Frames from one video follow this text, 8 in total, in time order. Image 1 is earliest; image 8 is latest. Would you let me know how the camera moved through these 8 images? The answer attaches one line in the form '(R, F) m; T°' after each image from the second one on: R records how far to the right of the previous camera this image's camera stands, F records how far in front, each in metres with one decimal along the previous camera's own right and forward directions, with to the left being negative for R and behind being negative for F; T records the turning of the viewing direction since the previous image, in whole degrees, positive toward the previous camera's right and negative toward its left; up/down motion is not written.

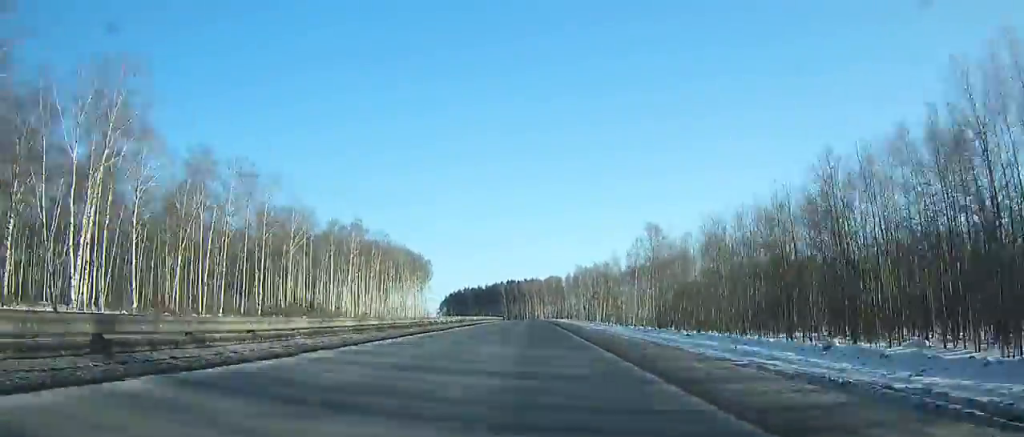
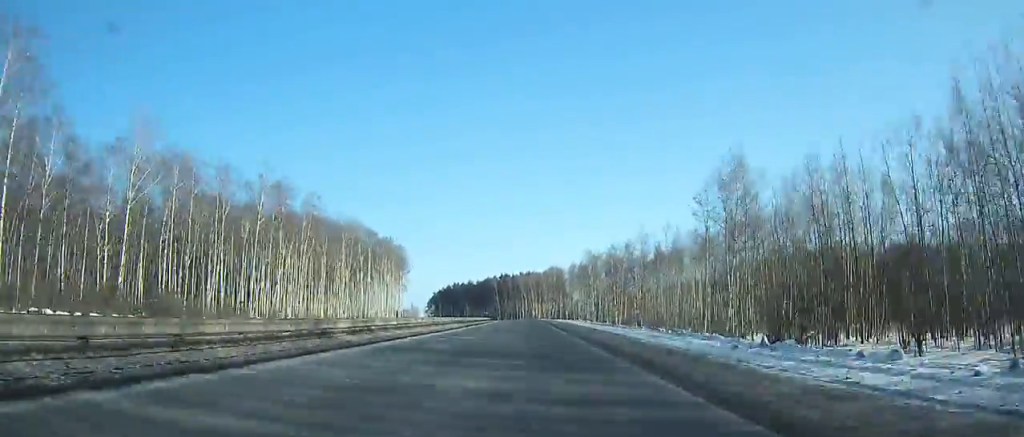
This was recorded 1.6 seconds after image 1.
(0.0, +42.2) m; 0°
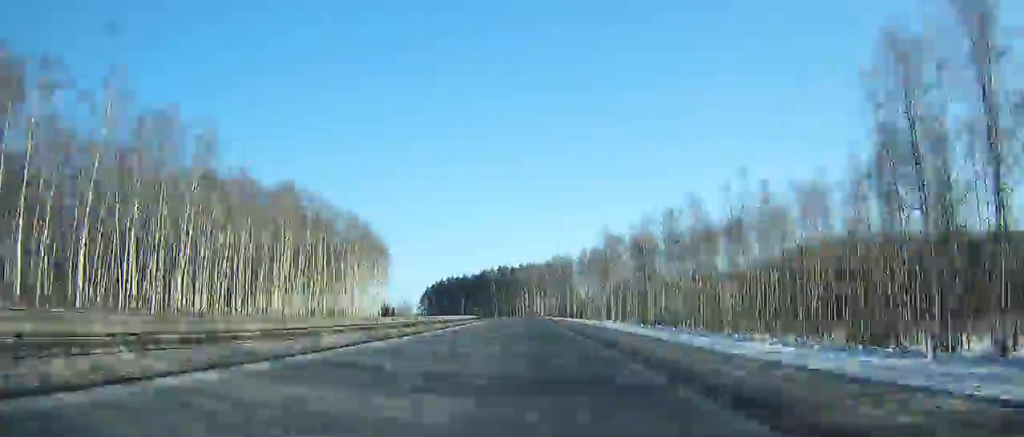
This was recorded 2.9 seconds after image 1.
(+0.2, +34.3) m; 0°
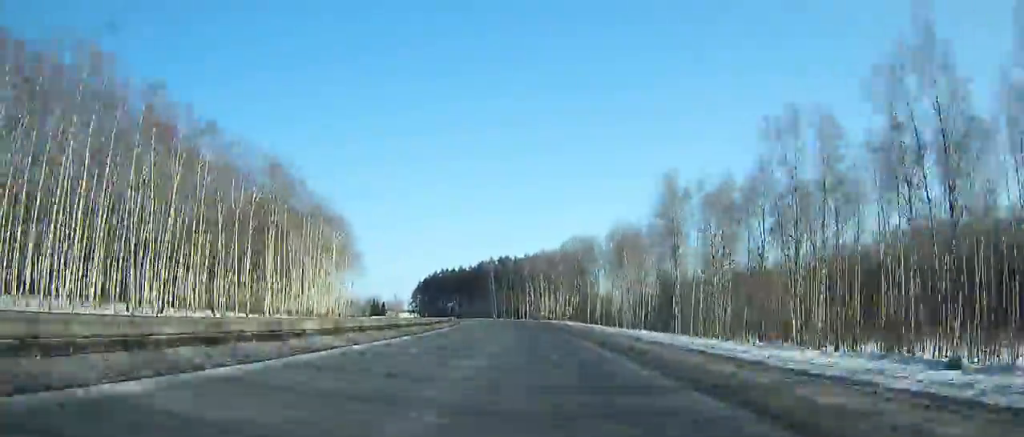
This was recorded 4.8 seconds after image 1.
(-0.4, +50.2) m; -2°
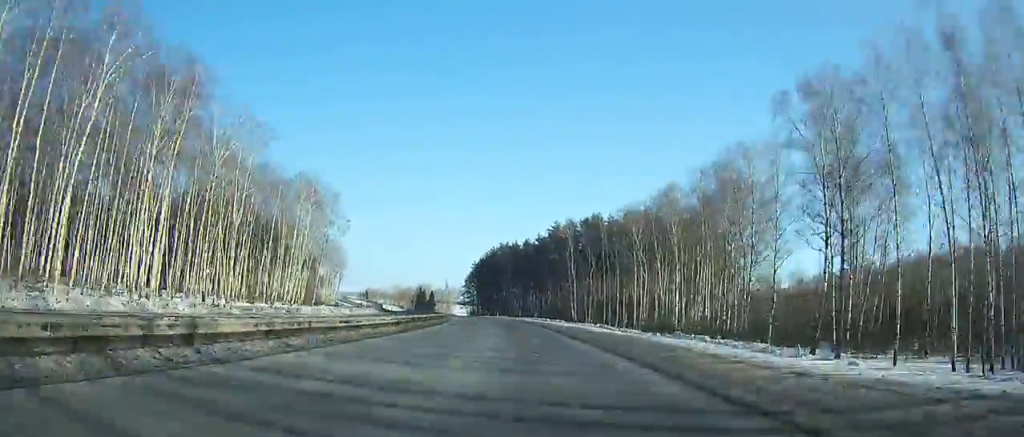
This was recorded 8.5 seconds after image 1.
(-4.5, +97.6) m; -7°
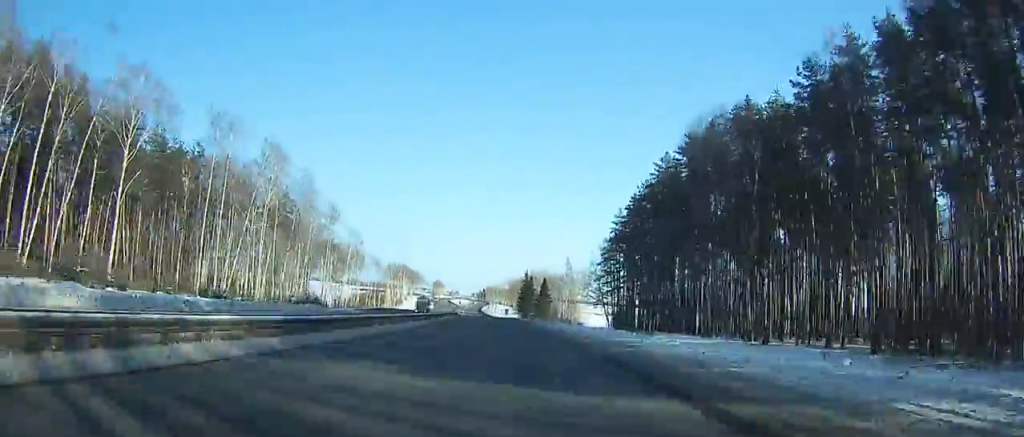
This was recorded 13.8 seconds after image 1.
(-15.3, +139.3) m; -12°
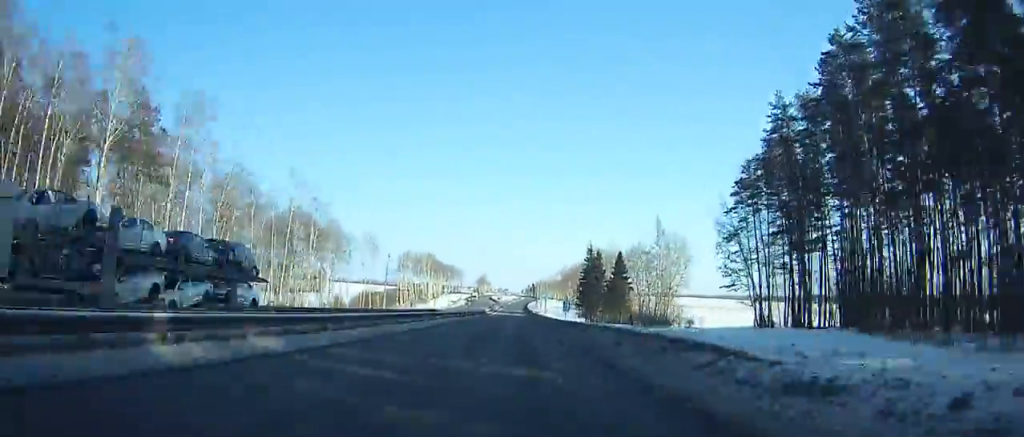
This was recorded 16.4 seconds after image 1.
(-3.2, +68.2) m; -4°
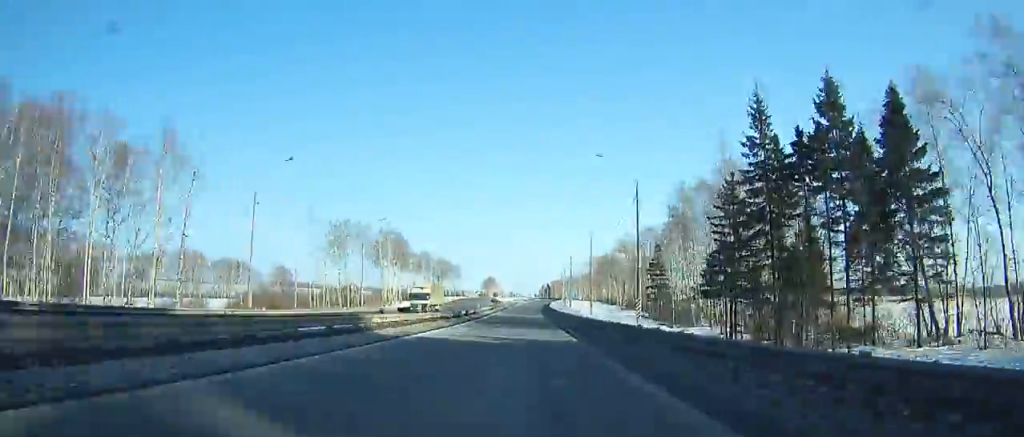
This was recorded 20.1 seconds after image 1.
(-2.8, +95.3) m; -2°
